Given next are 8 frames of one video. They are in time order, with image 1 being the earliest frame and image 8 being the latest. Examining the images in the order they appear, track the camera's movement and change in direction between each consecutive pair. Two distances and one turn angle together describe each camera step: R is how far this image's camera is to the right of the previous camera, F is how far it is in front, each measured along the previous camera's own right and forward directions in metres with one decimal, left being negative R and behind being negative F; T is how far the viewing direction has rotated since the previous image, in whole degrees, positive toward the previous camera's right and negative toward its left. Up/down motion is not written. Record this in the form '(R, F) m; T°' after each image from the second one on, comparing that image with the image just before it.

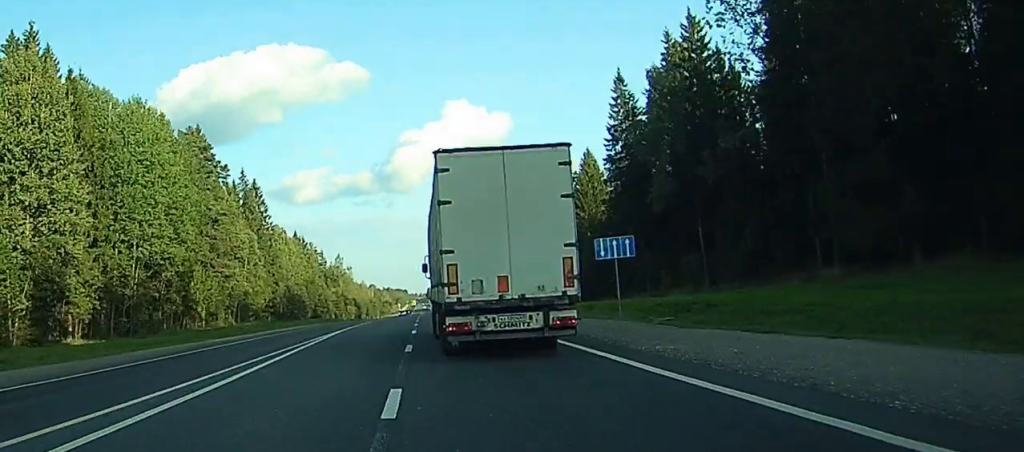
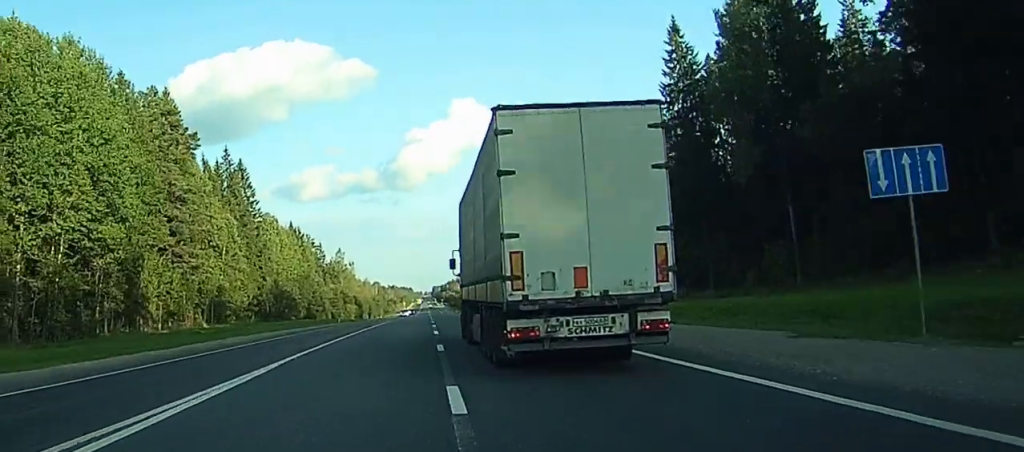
(-0.9, +23.9) m; -2°
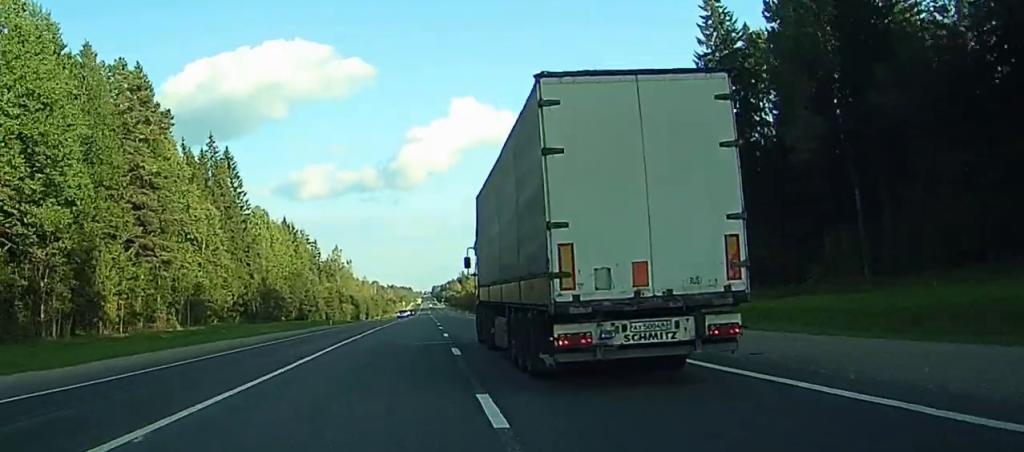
(+0.1, +13.1) m; 0°
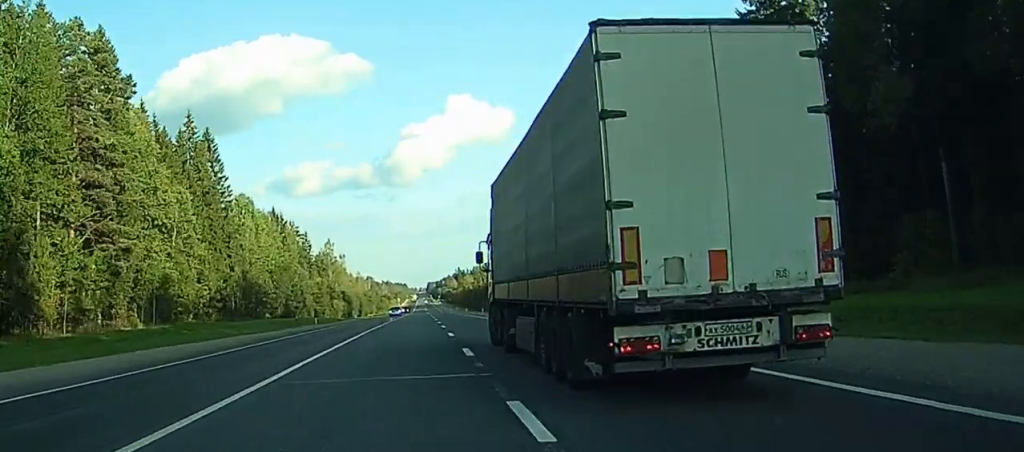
(+0.1, +13.1) m; 0°
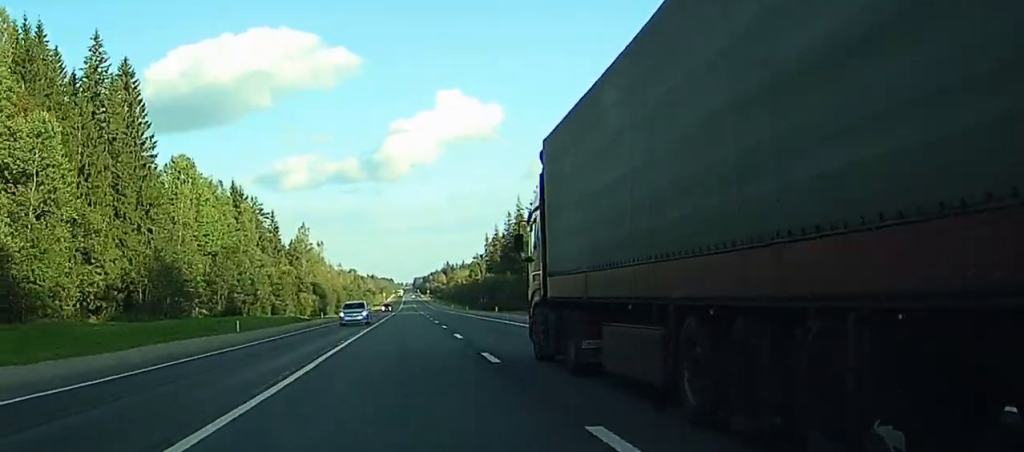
(+0.3, +38.3) m; +1°
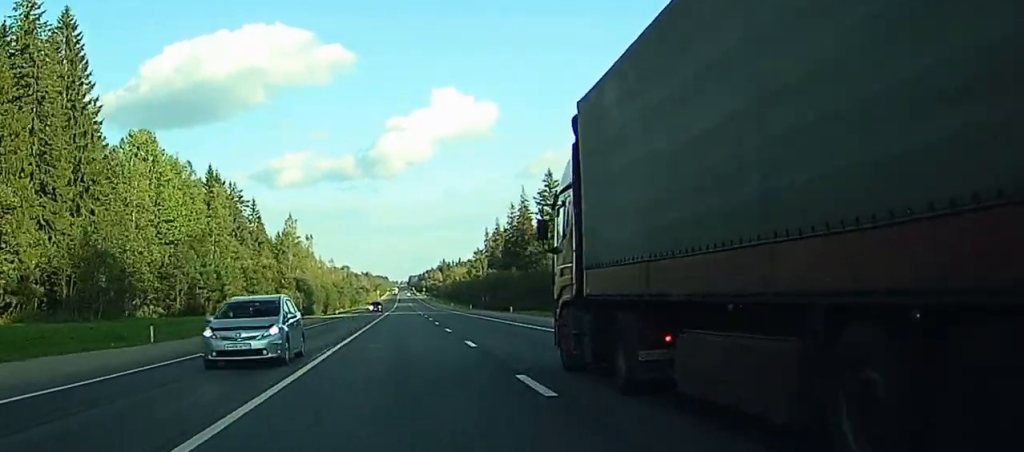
(+0.1, +18.2) m; 0°
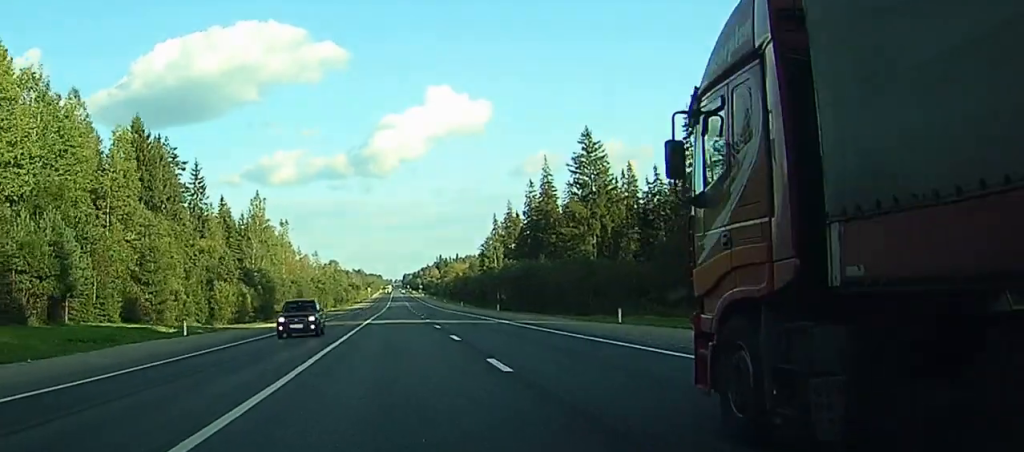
(+0.3, +43.6) m; +1°
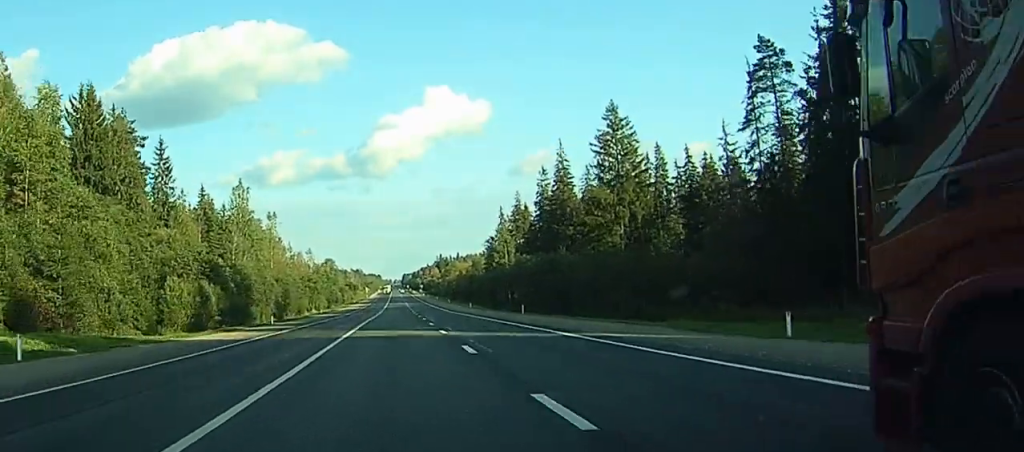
(+0.1, +18.3) m; 0°
